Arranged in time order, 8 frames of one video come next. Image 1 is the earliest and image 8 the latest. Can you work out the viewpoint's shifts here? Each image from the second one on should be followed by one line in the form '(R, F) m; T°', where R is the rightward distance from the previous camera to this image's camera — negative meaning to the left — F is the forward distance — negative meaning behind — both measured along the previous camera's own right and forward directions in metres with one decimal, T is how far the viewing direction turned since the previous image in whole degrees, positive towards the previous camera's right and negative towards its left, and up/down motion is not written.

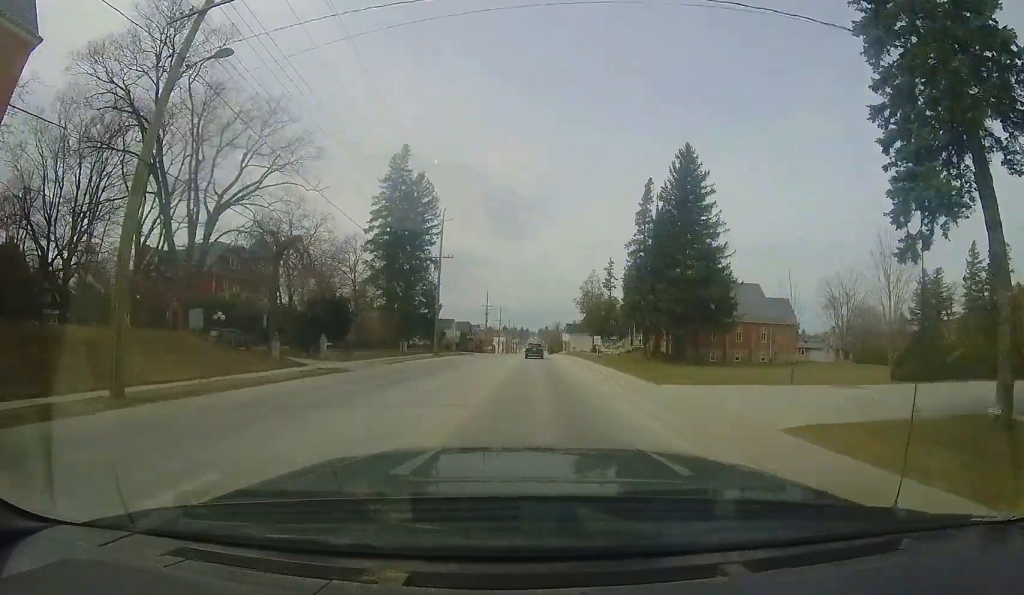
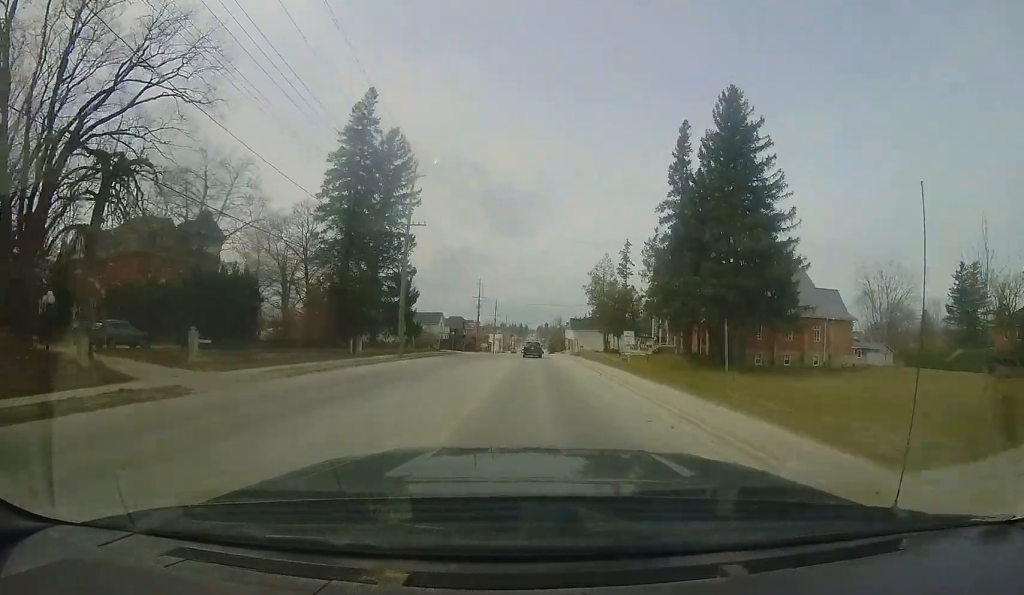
(0.0, +10.9) m; 0°
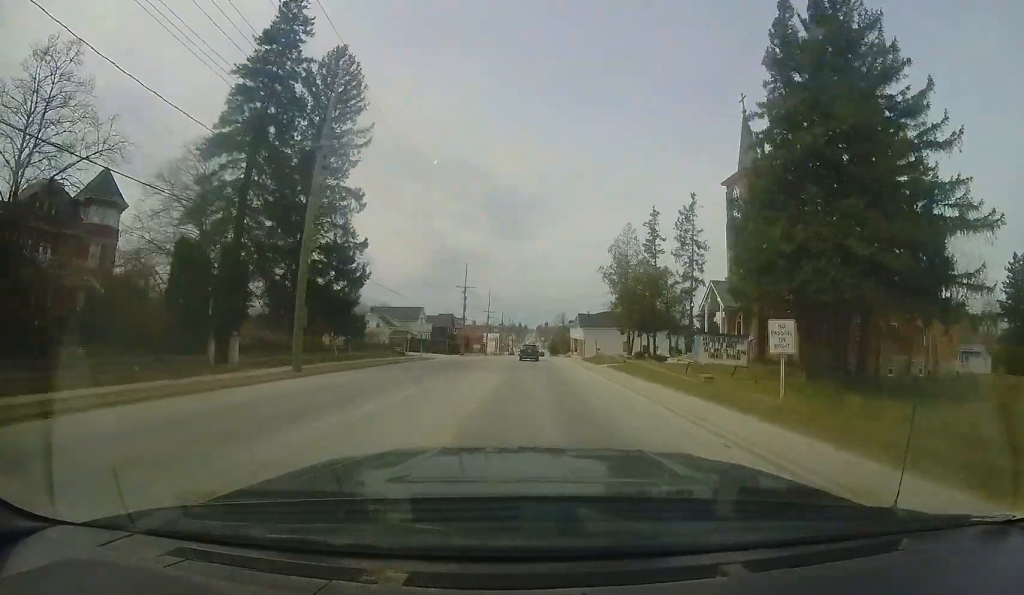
(-0.2, +13.8) m; -1°
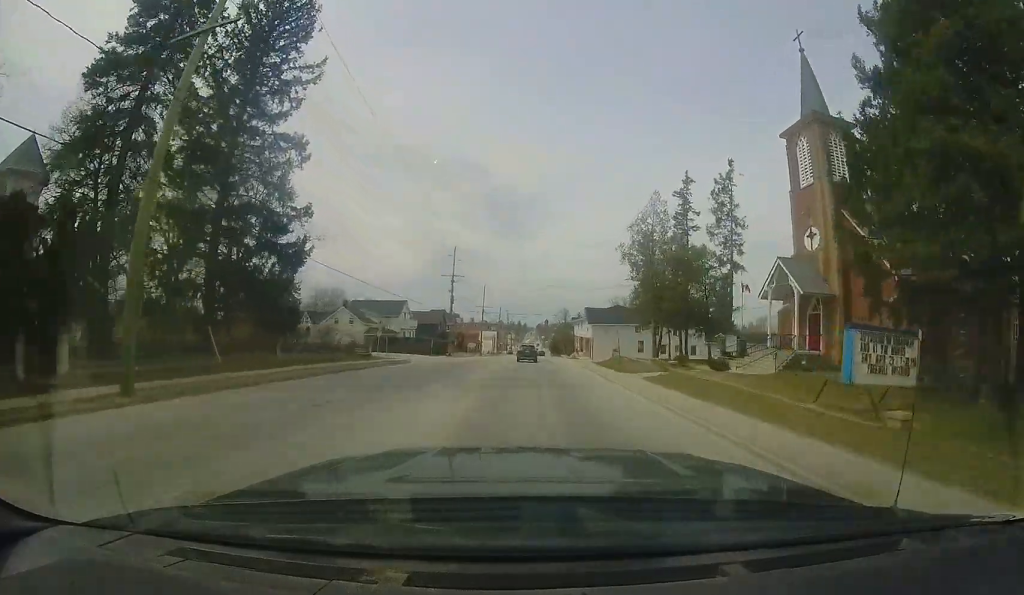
(-0.1, +8.5) m; -1°
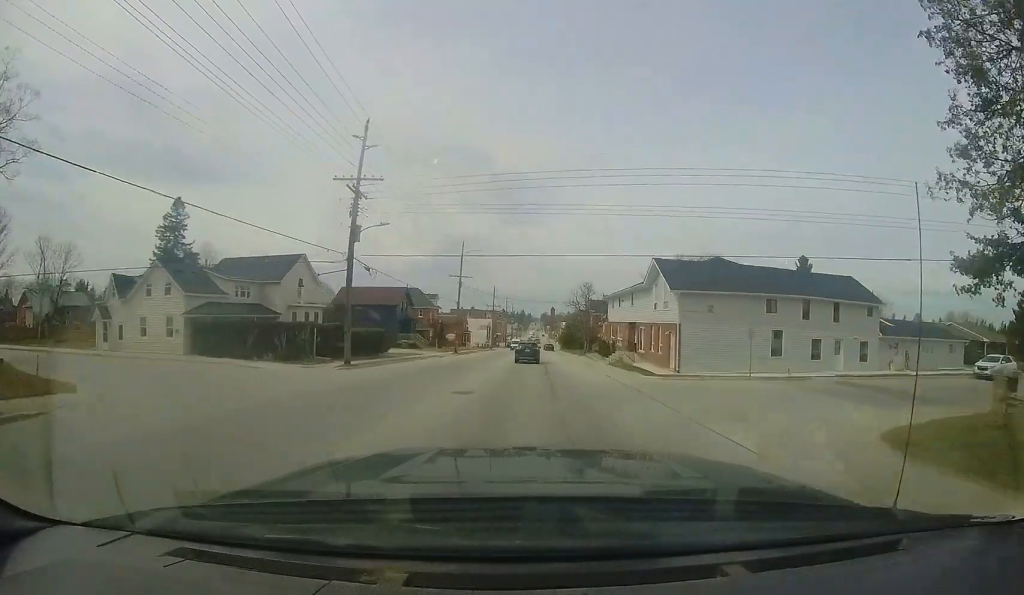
(-0.5, +28.3) m; -1°
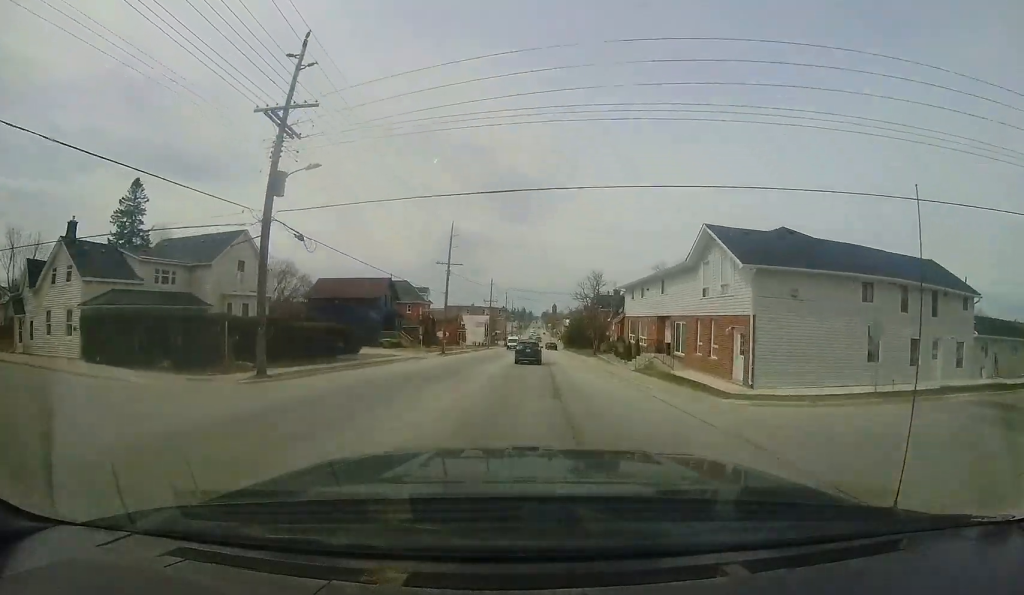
(+0.1, +7.2) m; 0°
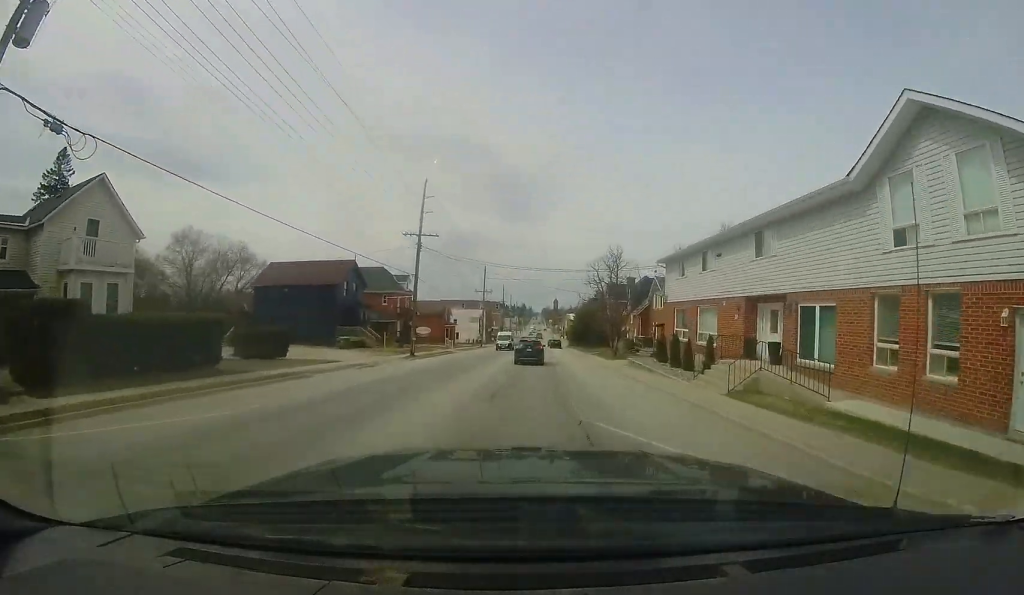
(+0.1, +10.6) m; +1°
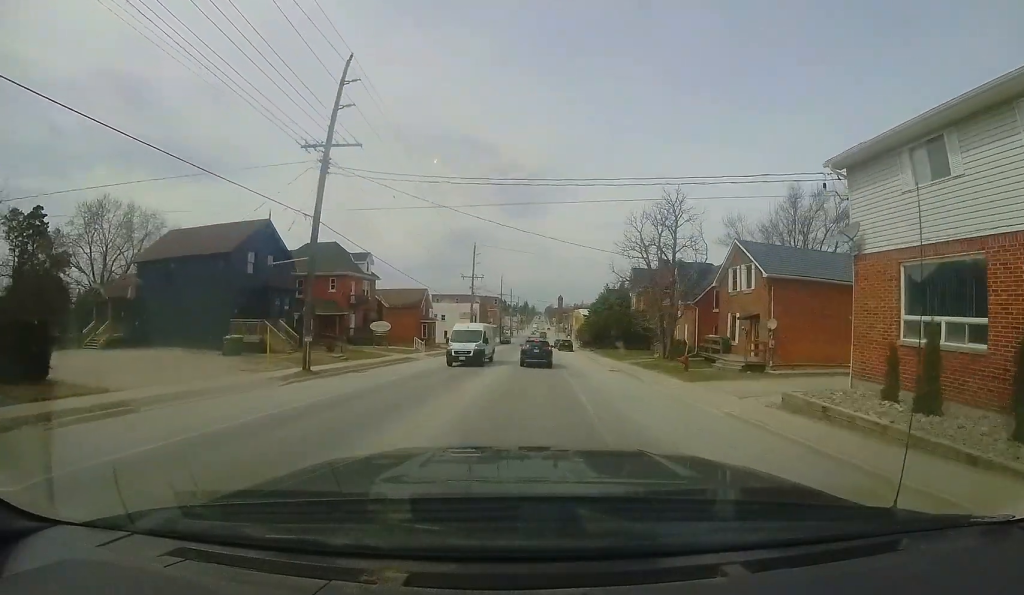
(+0.2, +14.3) m; +3°
